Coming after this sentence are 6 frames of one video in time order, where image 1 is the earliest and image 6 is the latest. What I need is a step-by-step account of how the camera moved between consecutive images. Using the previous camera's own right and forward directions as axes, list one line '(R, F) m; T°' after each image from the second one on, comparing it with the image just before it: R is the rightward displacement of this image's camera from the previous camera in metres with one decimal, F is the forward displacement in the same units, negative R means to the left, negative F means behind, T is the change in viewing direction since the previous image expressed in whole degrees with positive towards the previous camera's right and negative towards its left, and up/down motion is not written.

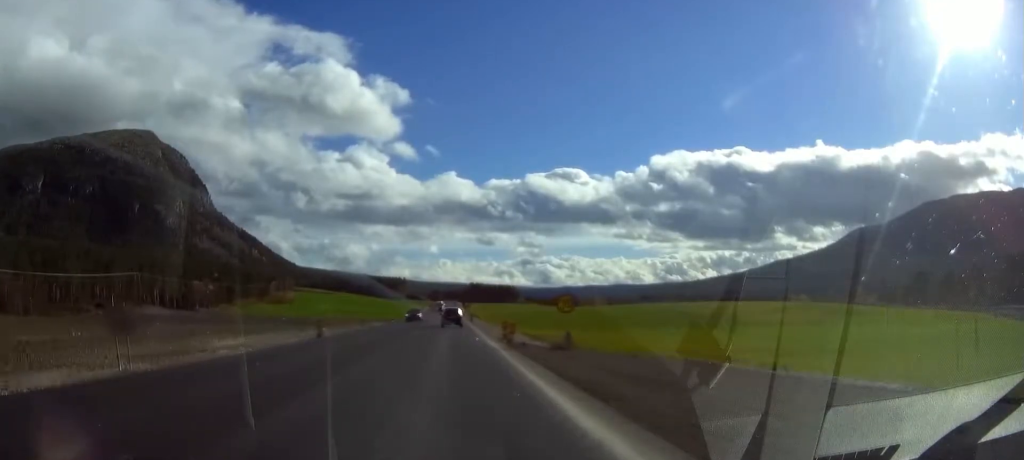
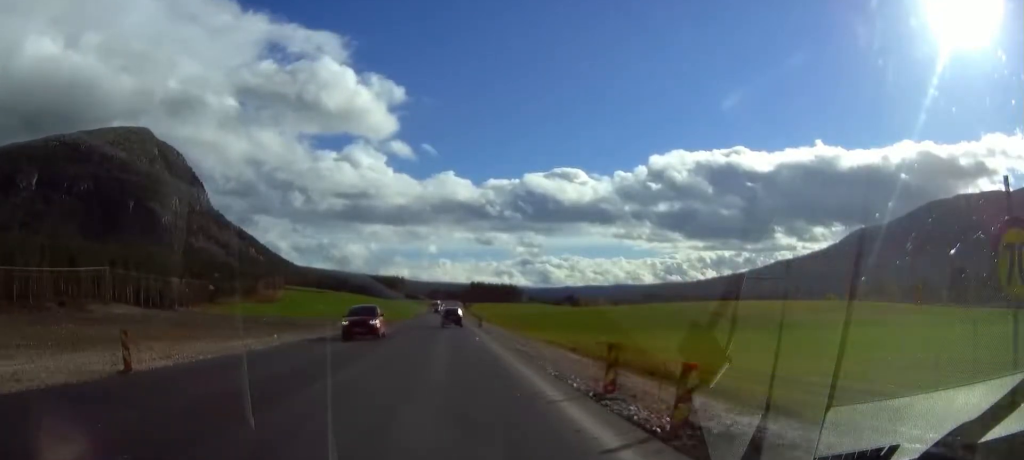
(-1.3, +27.2) m; 0°
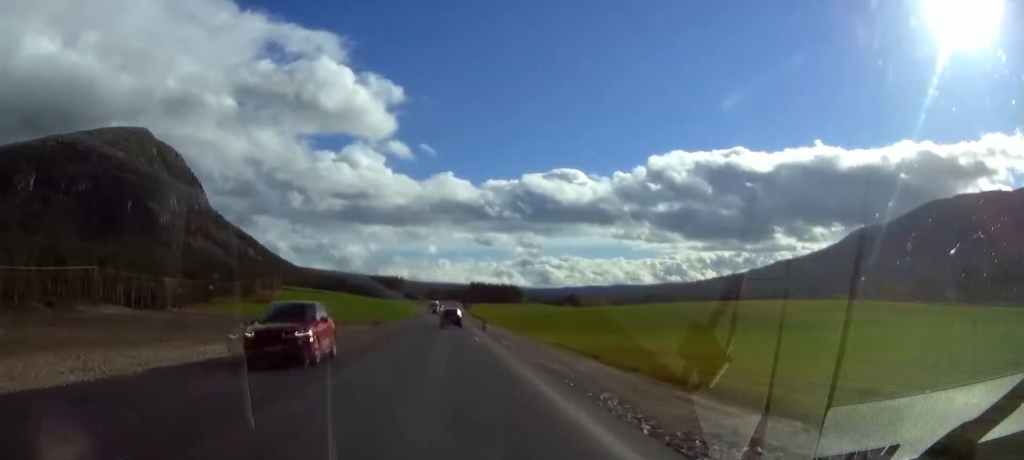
(+0.3, +8.0) m; +2°
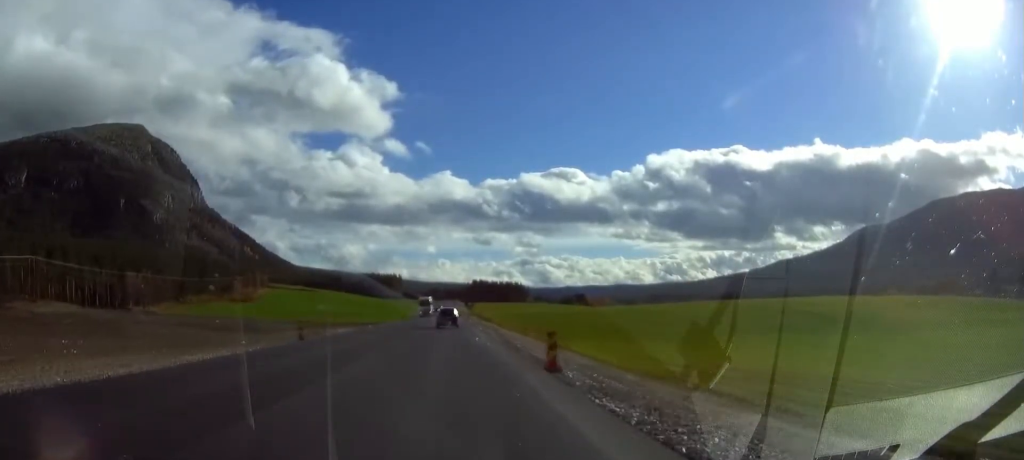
(+2.0, +36.4) m; +4°
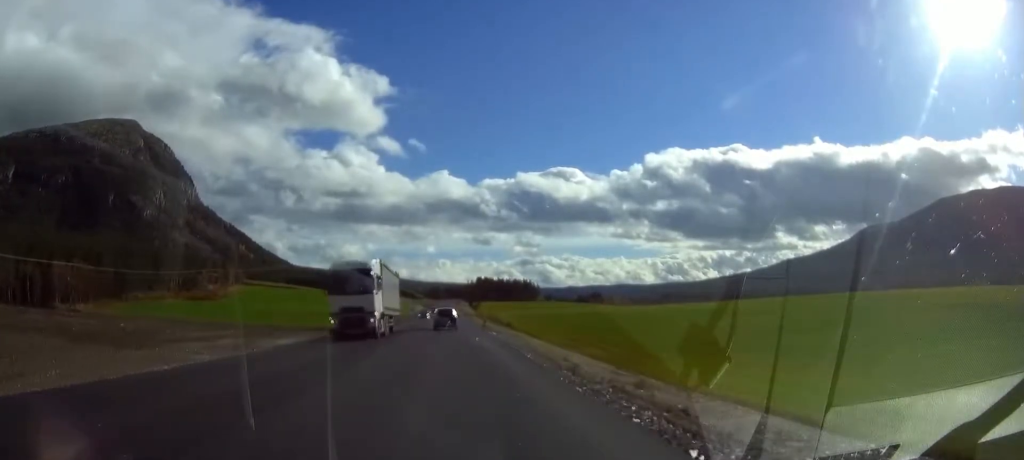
(-0.2, +46.2) m; -1°
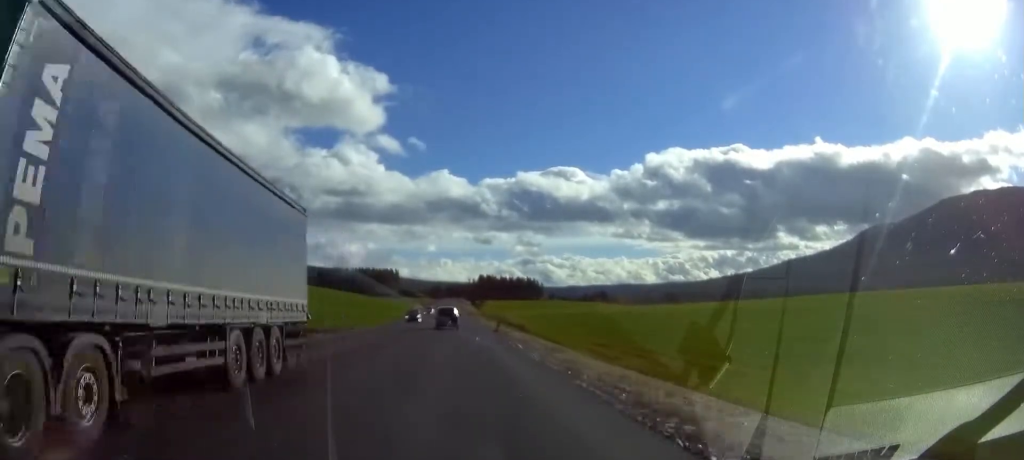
(0.0, +13.3) m; 0°
